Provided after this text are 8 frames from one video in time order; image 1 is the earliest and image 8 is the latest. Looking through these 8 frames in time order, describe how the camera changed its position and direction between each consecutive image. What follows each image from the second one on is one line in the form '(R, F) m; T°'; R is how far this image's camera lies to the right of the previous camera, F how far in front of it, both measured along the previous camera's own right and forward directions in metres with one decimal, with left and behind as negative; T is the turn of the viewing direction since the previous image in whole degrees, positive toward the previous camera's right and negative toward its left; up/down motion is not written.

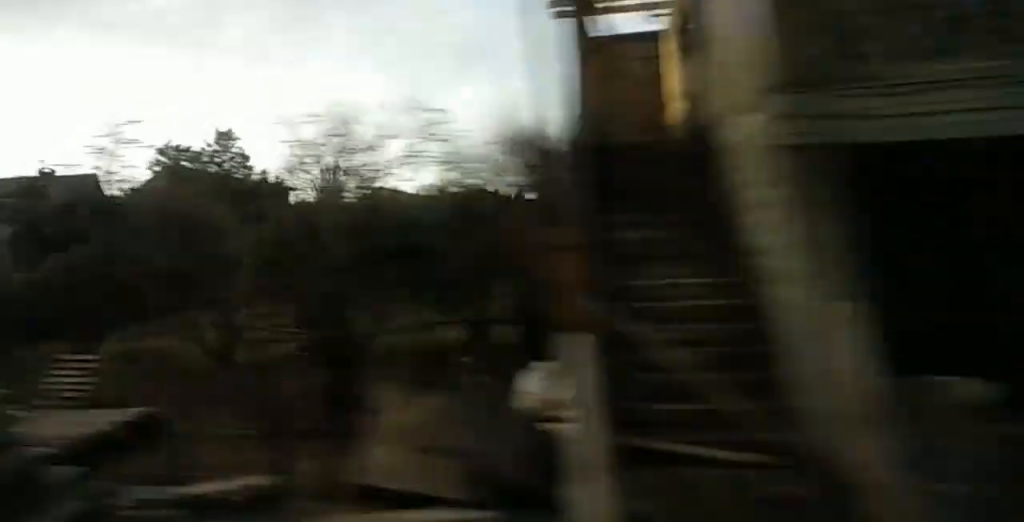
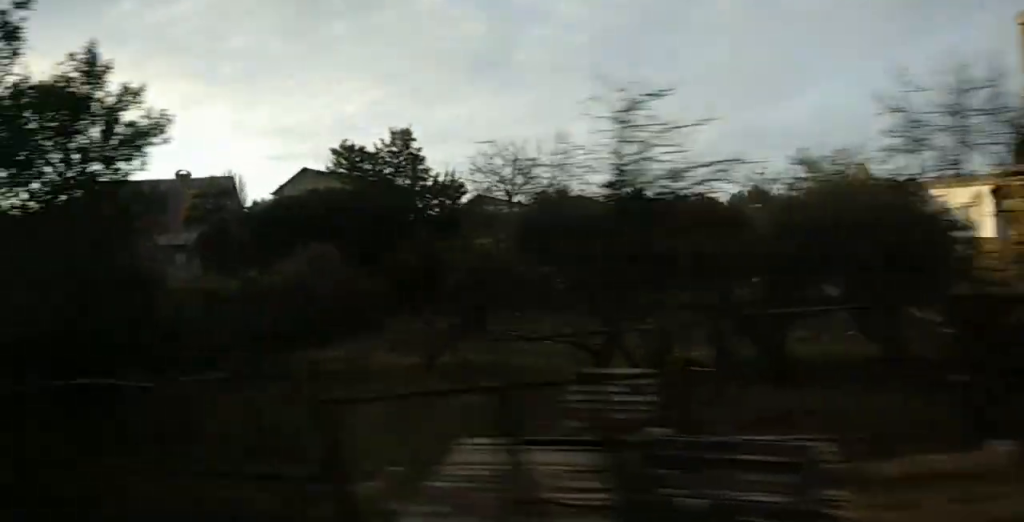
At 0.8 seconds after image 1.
(+0.1, +5.5) m; +1°
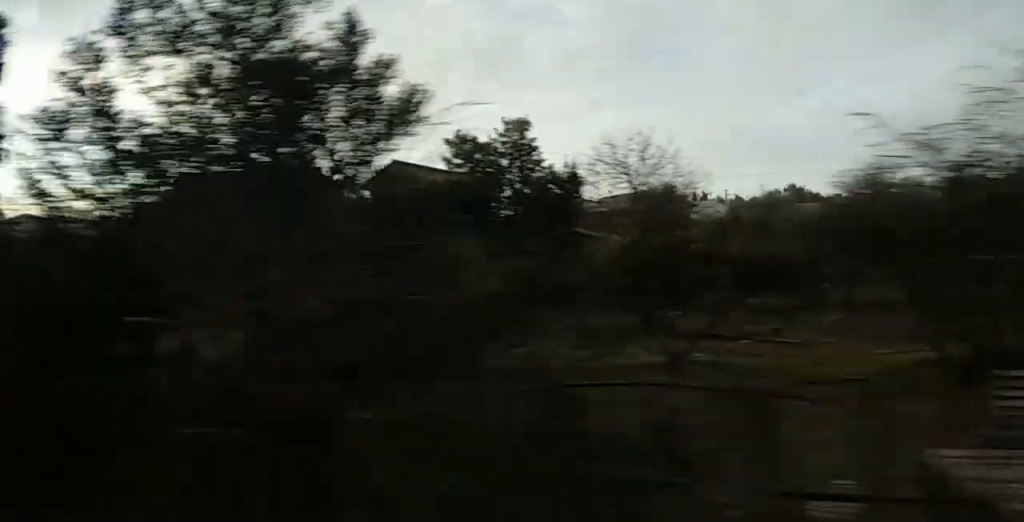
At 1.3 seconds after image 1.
(+0.1, +3.5) m; 0°
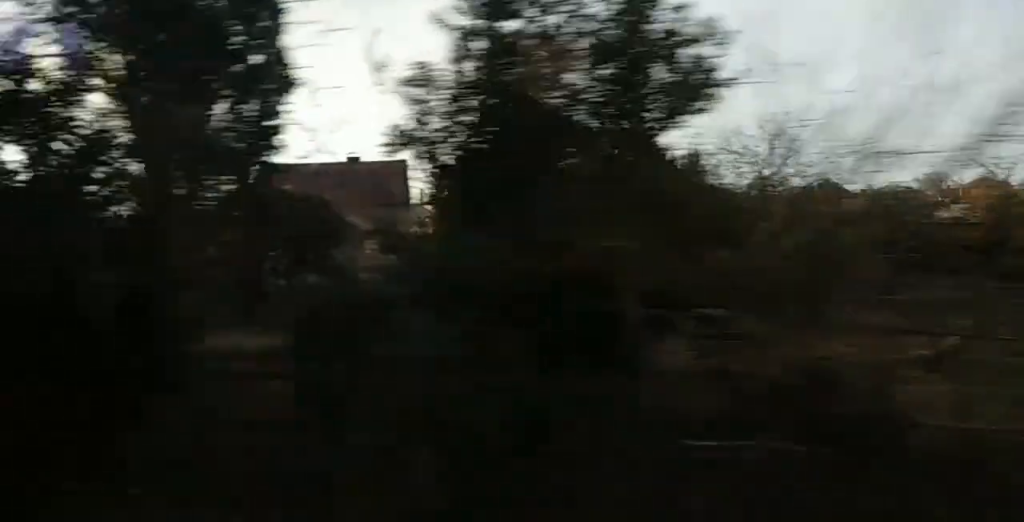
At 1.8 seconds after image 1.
(-0.1, +3.2) m; -2°
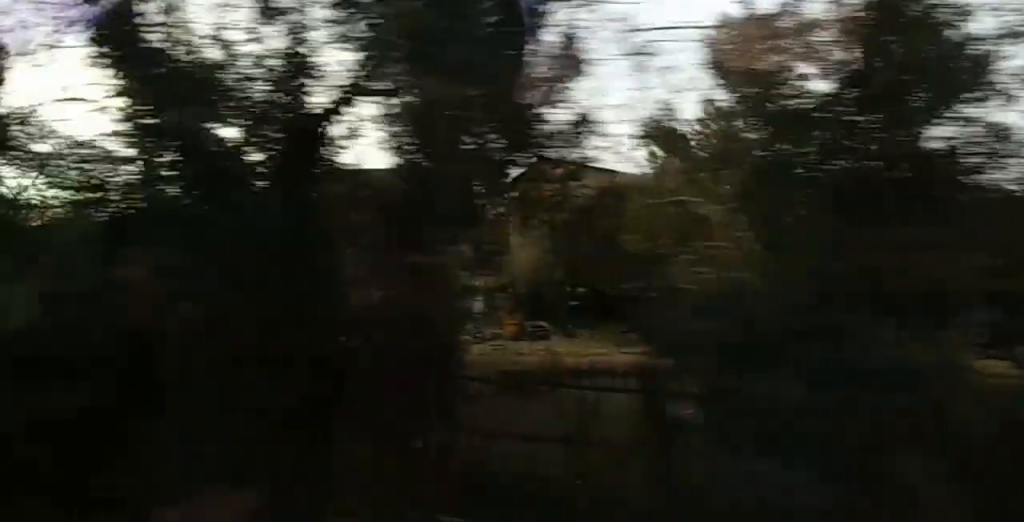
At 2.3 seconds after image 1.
(0.0, +3.2) m; -2°
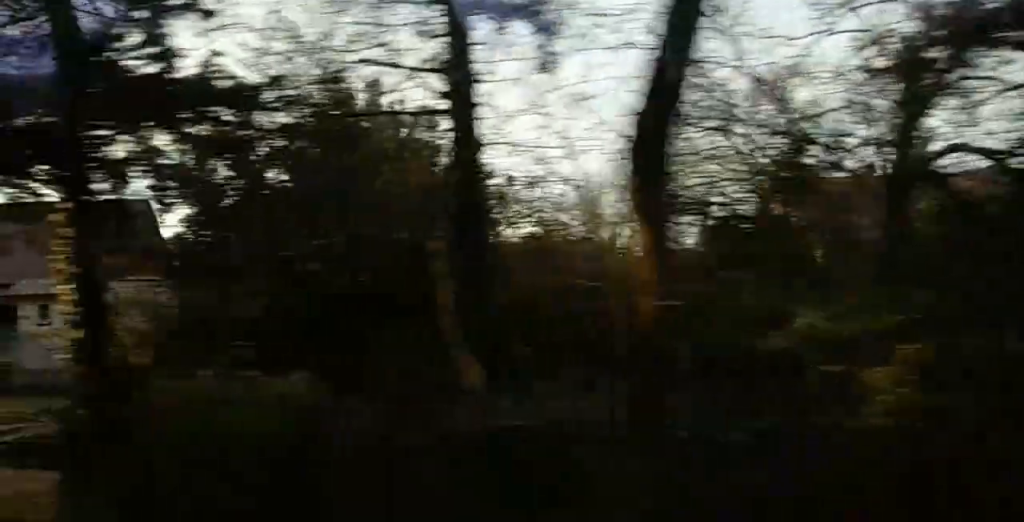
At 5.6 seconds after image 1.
(+0.4, +21.6) m; +2°
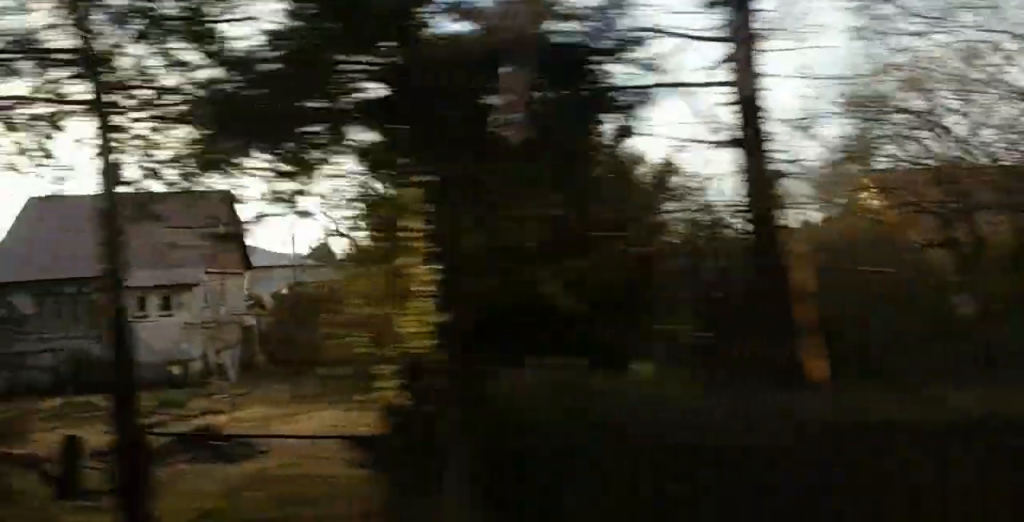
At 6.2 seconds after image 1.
(-0.1, +4.5) m; +1°
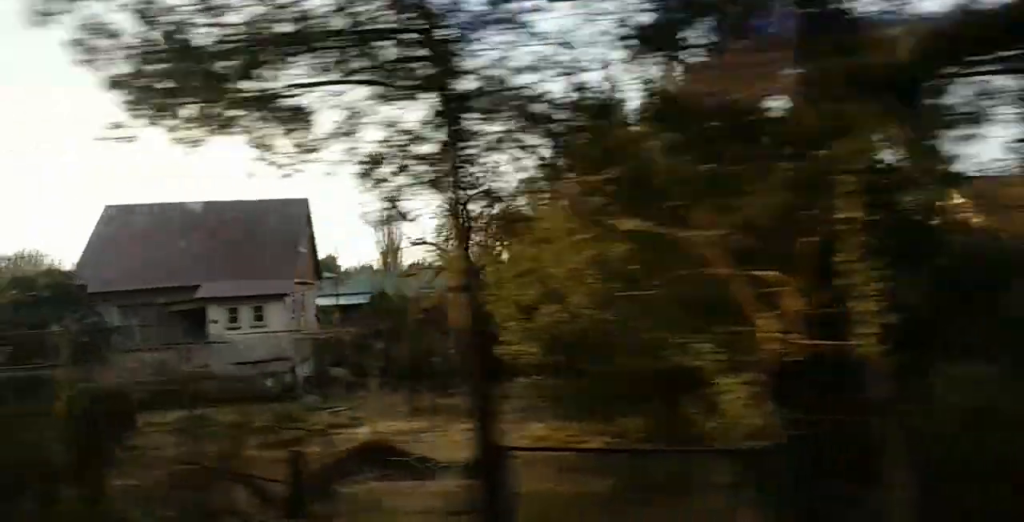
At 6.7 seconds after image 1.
(+0.1, +5.0) m; 0°
